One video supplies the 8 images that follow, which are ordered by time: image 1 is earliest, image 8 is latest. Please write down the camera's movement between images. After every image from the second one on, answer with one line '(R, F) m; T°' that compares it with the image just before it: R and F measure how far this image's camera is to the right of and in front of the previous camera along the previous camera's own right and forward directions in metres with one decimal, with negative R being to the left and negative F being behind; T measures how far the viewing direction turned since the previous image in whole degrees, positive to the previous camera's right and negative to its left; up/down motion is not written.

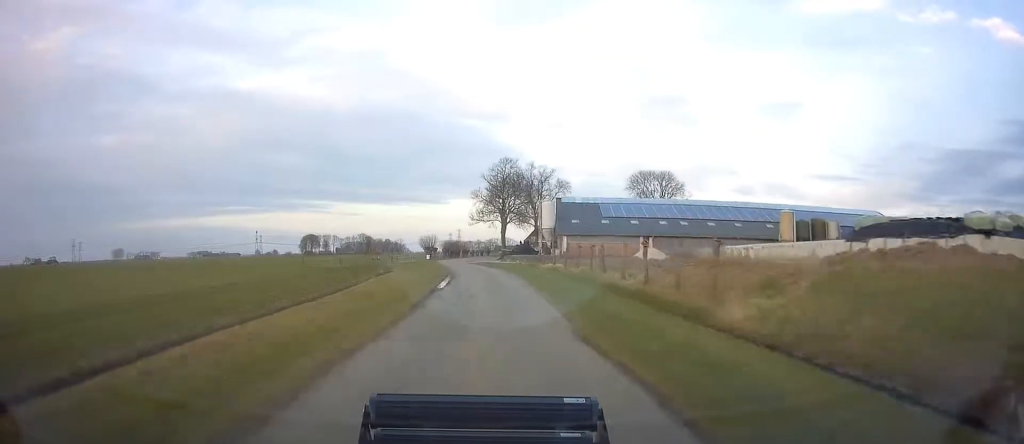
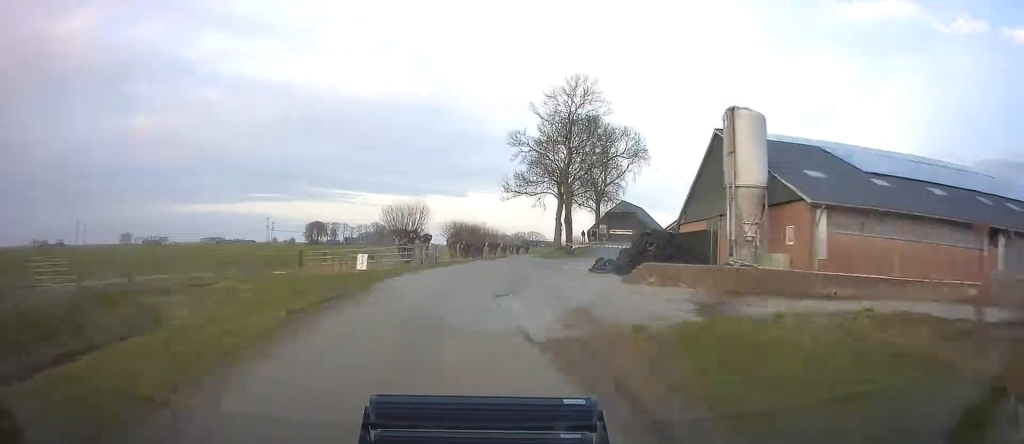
(-1.5, +57.5) m; -1°
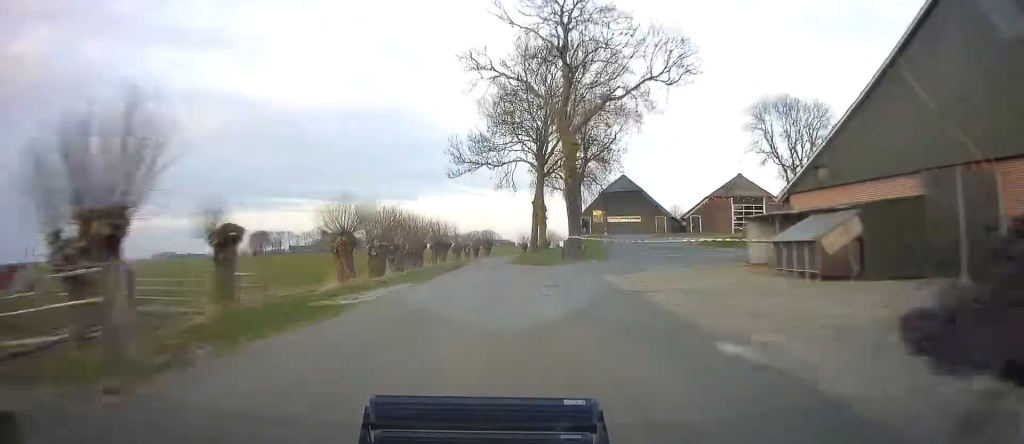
(+0.7, +27.4) m; +3°
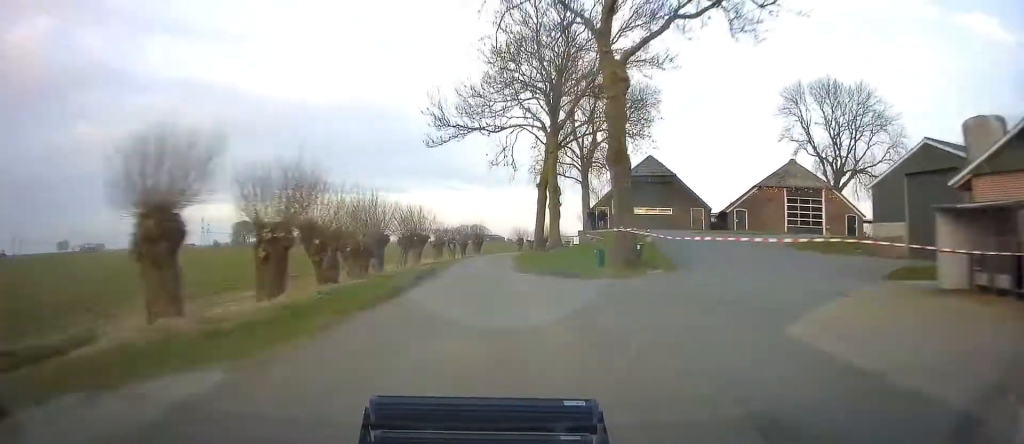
(+0.2, +14.4) m; +1°
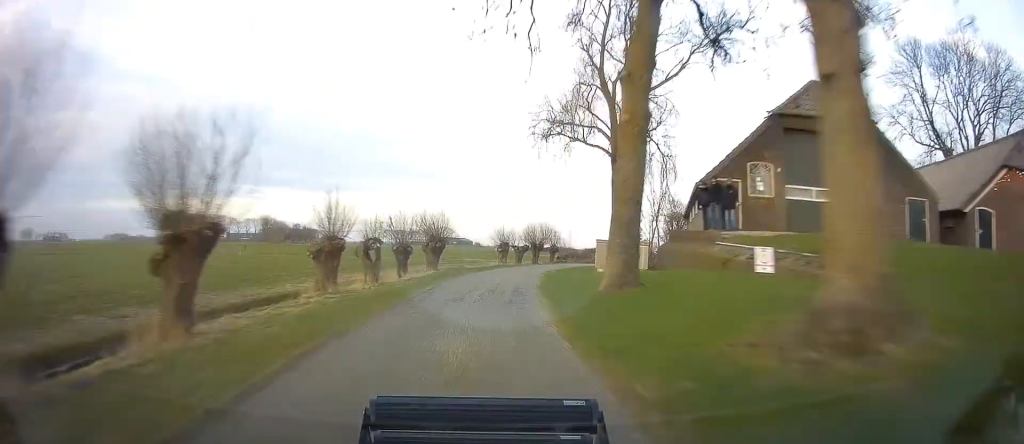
(+1.0, +30.9) m; +4°
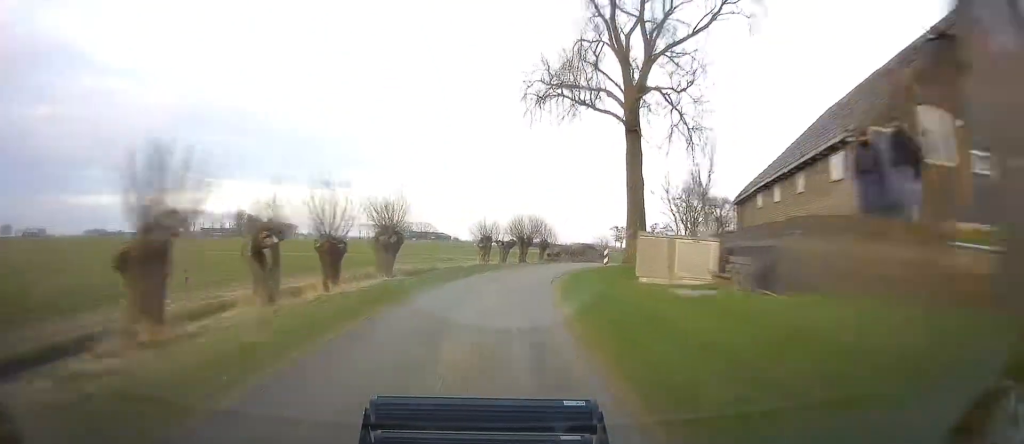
(-0.2, +11.0) m; +3°
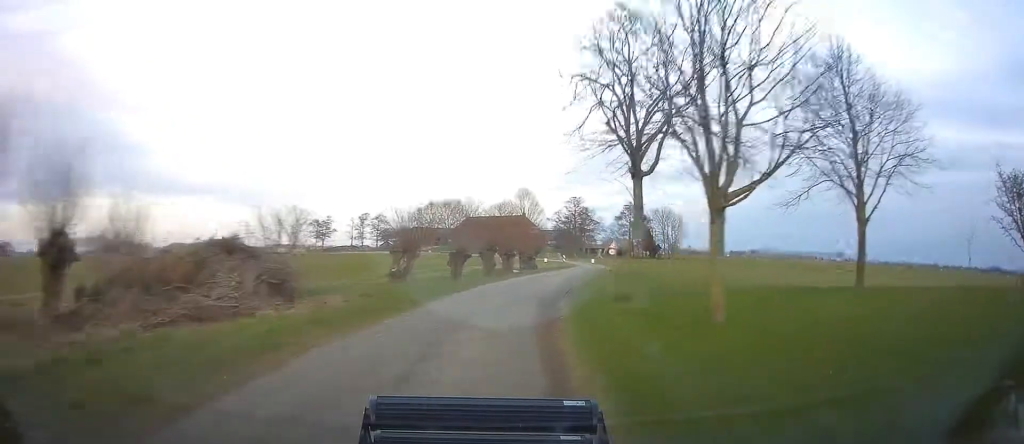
(+8.8, +44.7) m; +27°
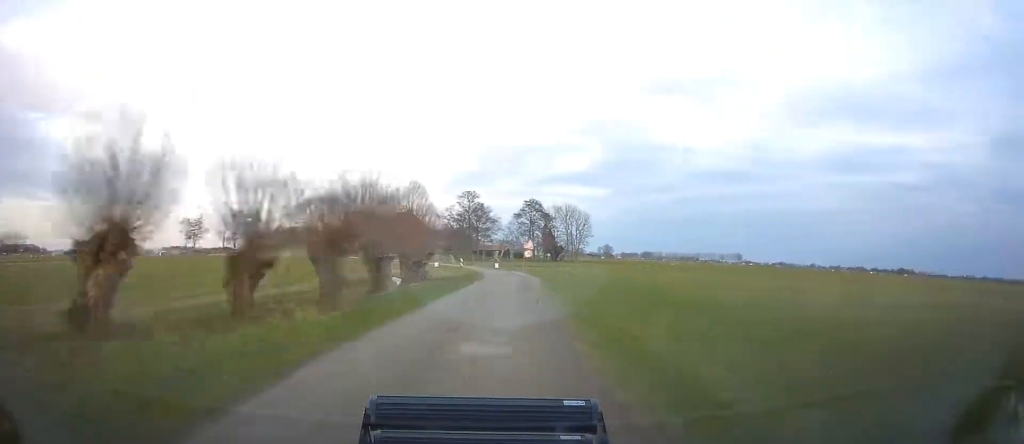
(+2.6, +18.7) m; +9°
